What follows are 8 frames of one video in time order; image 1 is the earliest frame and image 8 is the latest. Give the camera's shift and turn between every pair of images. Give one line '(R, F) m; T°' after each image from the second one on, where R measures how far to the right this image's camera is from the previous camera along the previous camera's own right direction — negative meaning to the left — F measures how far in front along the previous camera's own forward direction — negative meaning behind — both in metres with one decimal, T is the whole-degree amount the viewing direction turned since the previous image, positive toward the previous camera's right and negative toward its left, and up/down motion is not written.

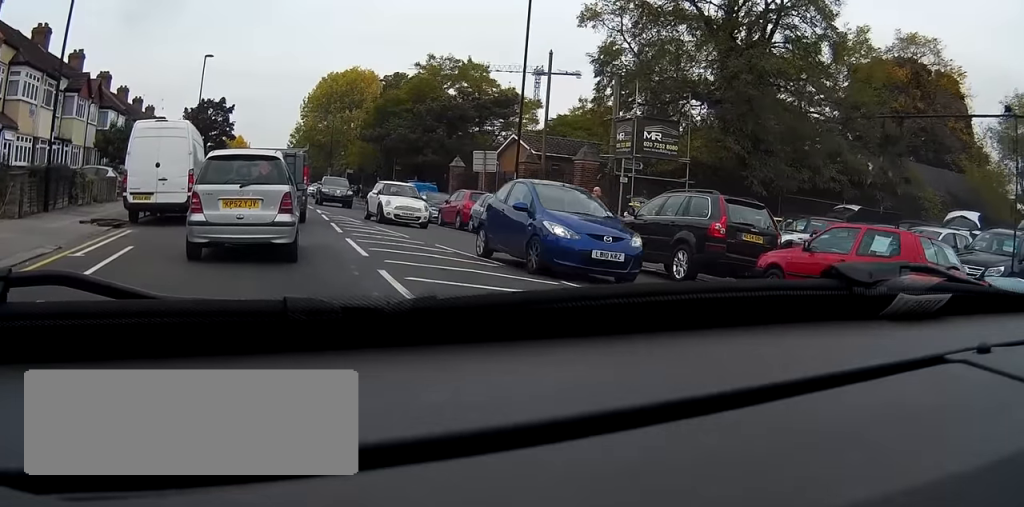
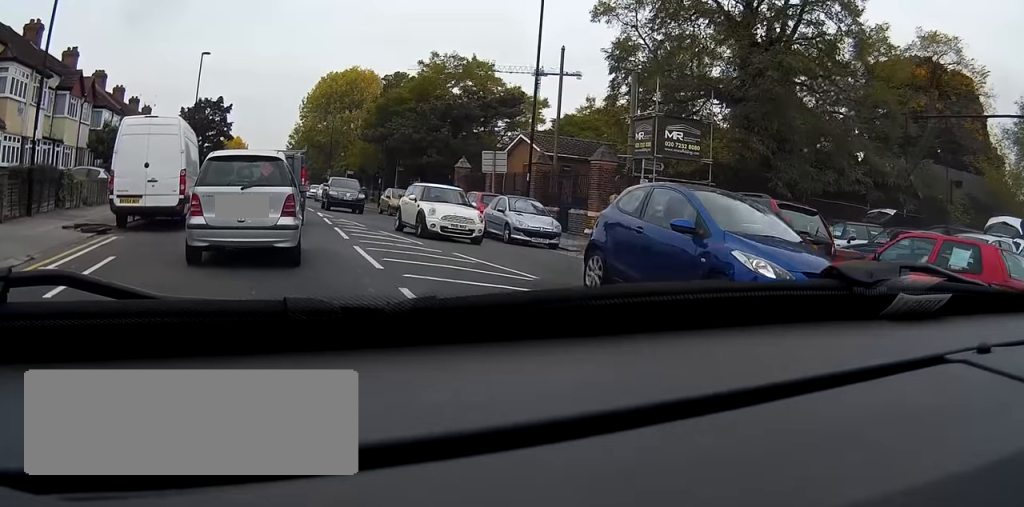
(0.0, +1.6) m; -1°
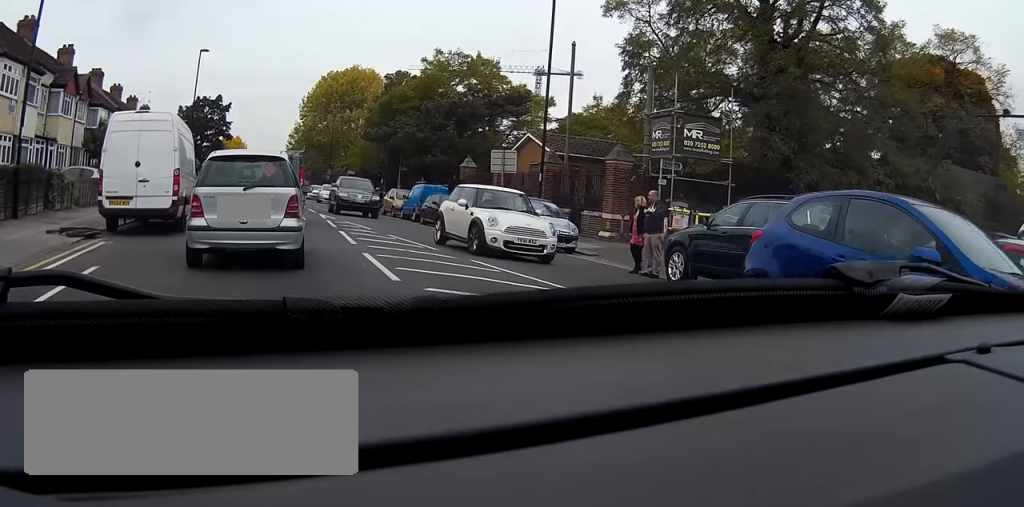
(0.0, +1.2) m; 0°
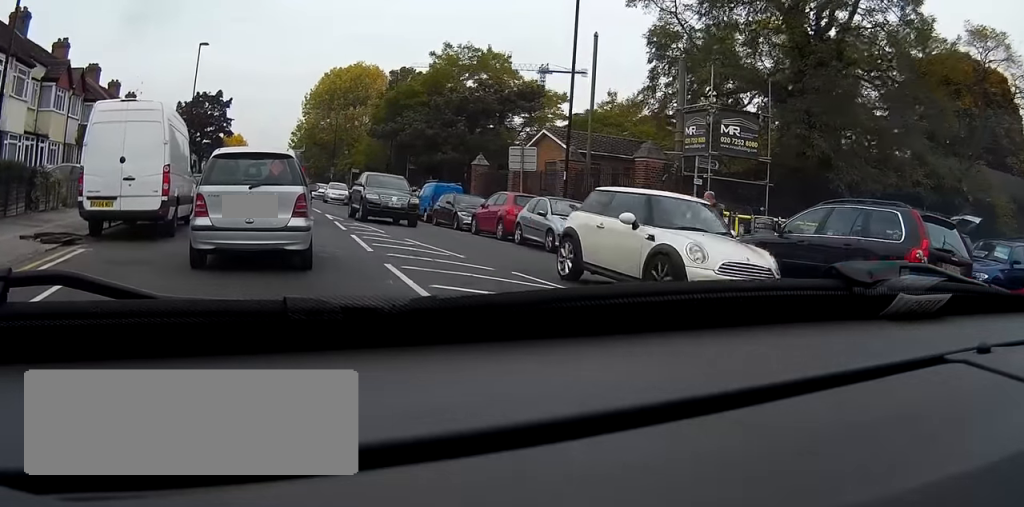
(0.0, +2.0) m; +1°
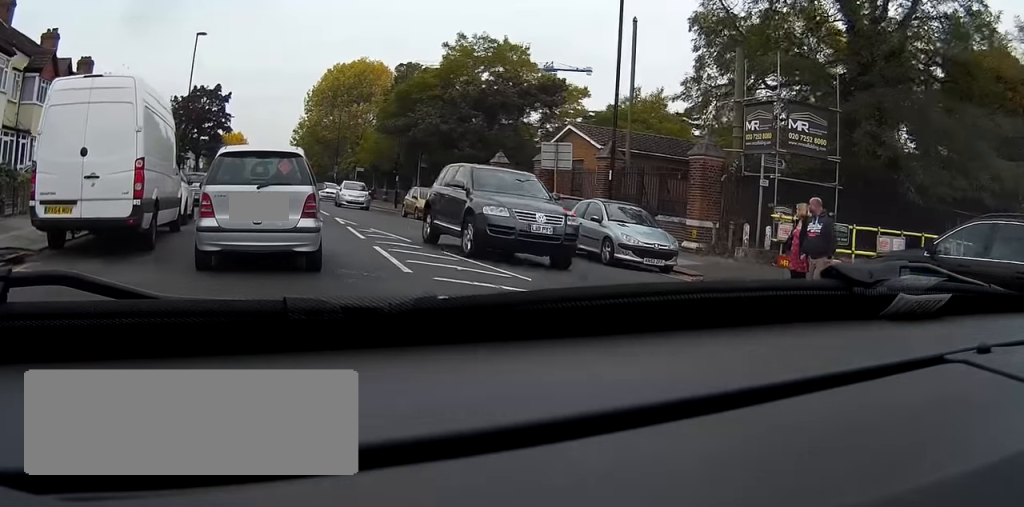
(+0.1, +3.2) m; +2°
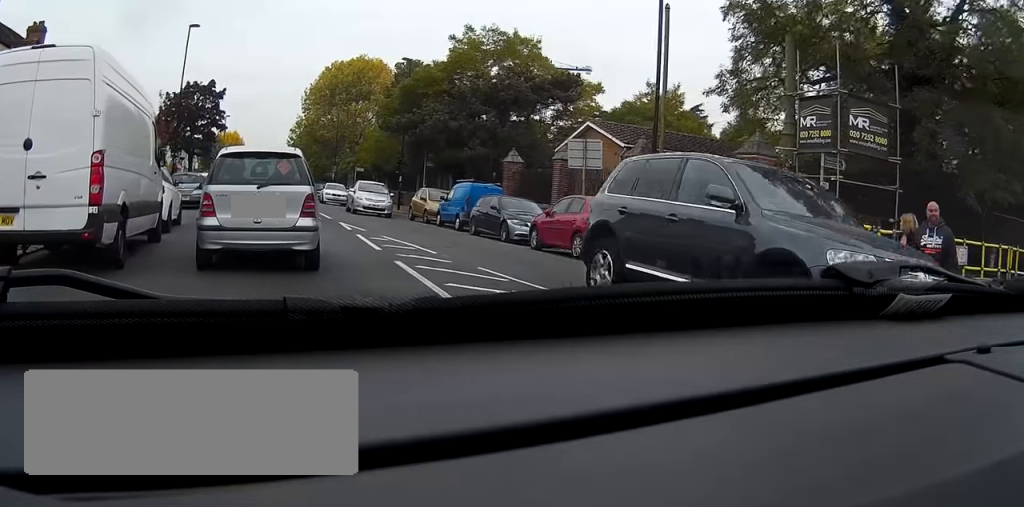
(0.0, +2.6) m; 0°
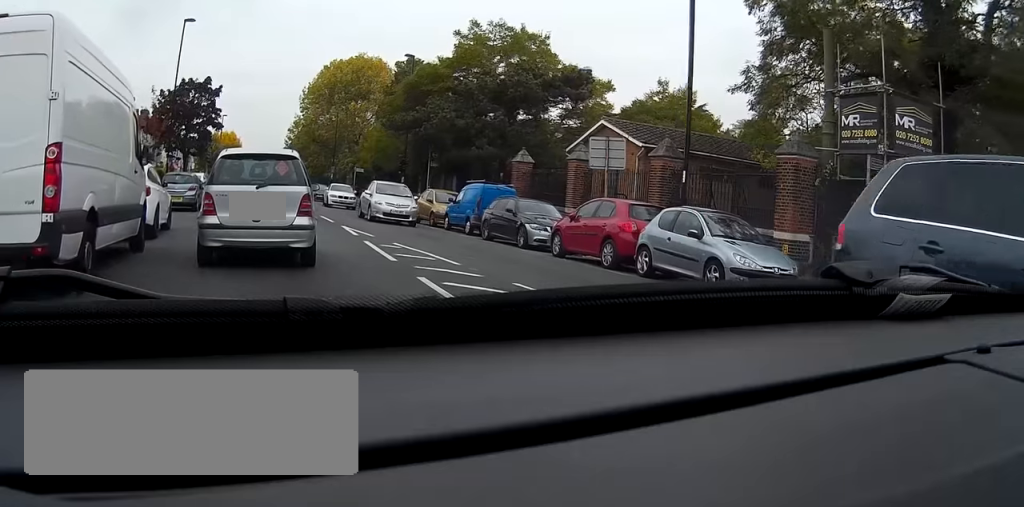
(0.0, +1.7) m; 0°
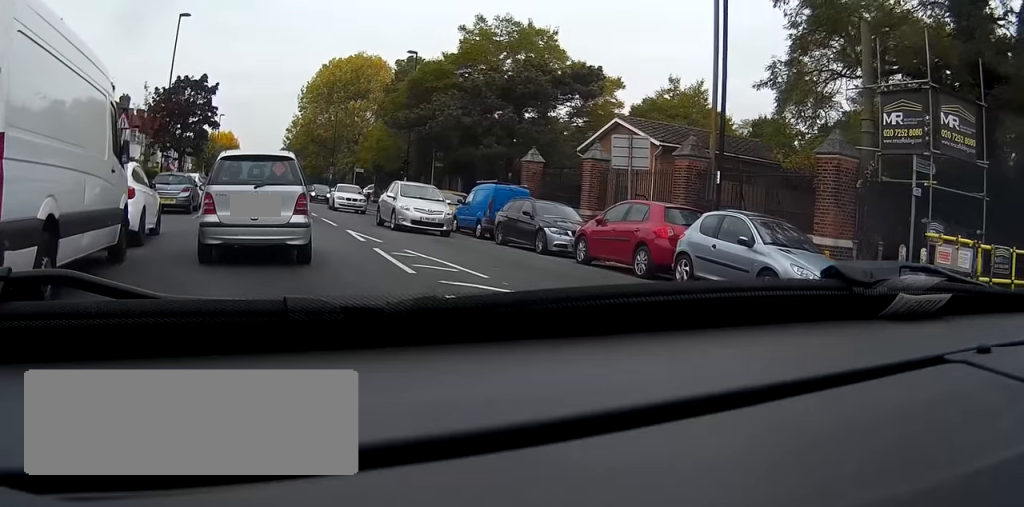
(0.0, +1.5) m; 0°
